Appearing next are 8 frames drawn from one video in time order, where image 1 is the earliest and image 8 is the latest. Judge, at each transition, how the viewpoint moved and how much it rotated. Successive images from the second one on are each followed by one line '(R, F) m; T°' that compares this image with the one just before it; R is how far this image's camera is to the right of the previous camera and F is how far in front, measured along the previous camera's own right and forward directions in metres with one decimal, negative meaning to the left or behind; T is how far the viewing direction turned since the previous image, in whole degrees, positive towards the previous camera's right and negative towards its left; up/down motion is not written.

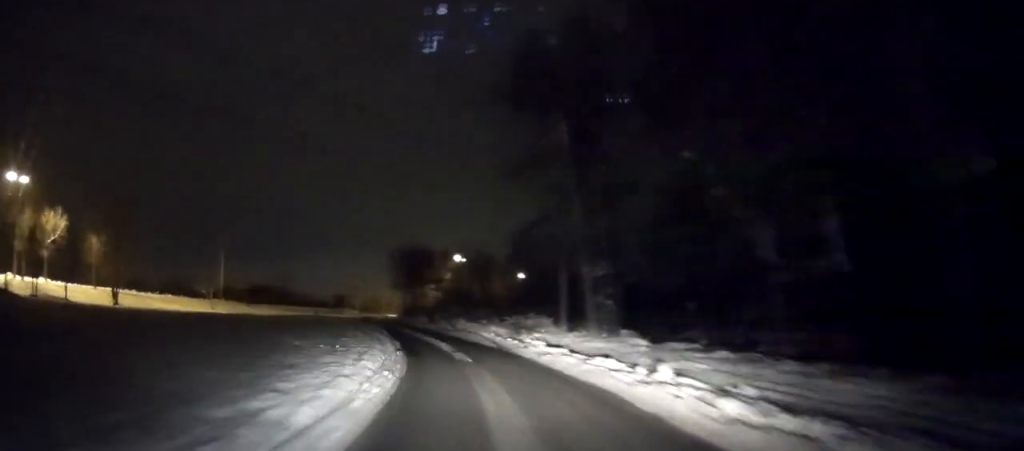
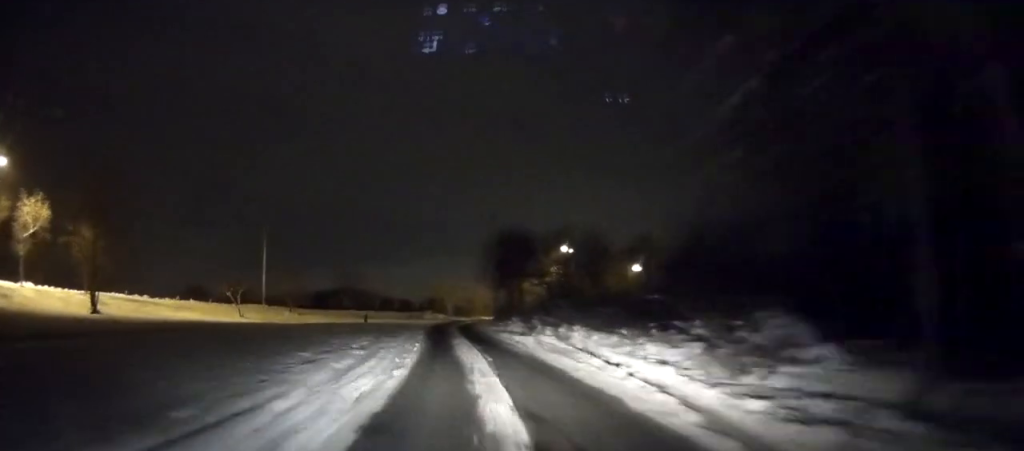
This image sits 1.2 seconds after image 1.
(-1.5, +17.3) m; -9°
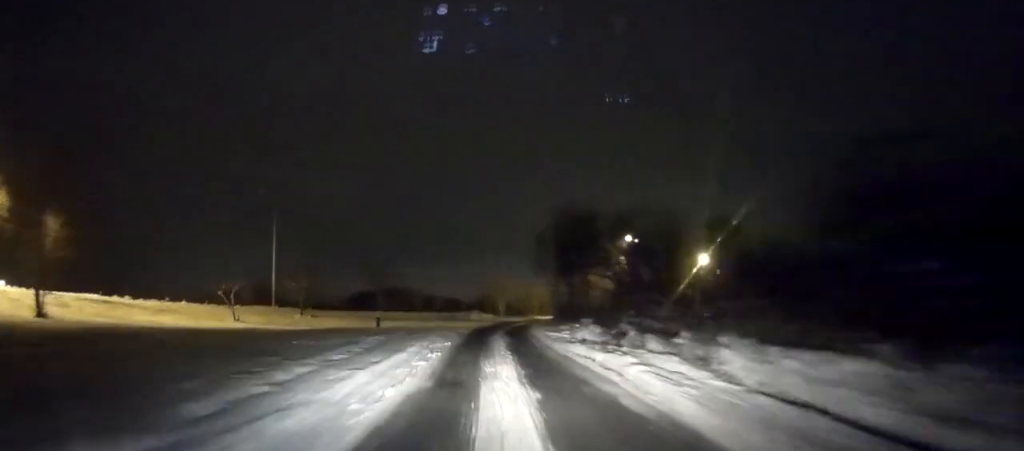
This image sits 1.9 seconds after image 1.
(-0.6, +11.3) m; -6°
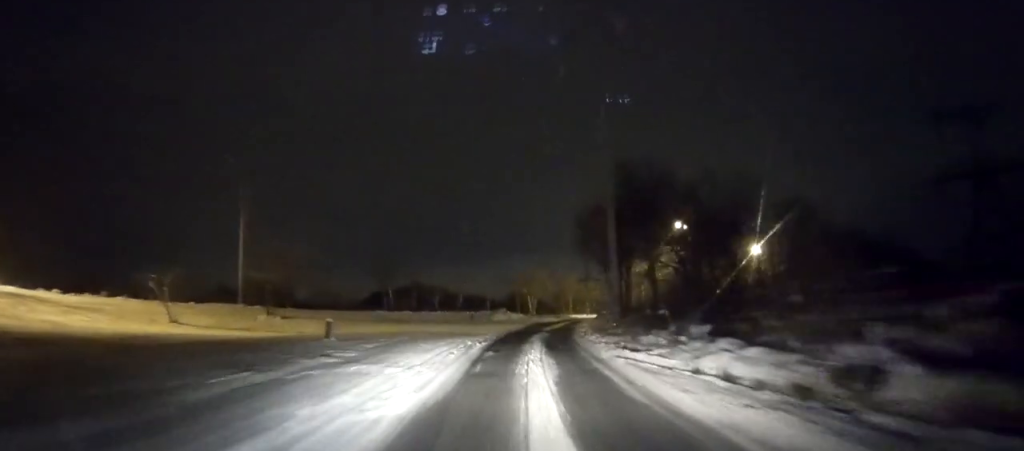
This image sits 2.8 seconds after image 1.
(-0.7, +12.2) m; -3°
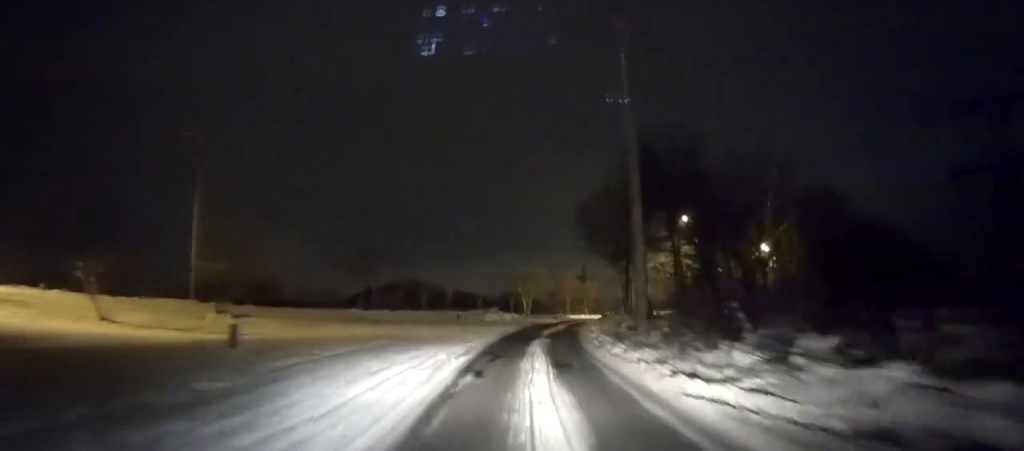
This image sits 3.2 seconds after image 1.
(-0.1, +5.9) m; -1°
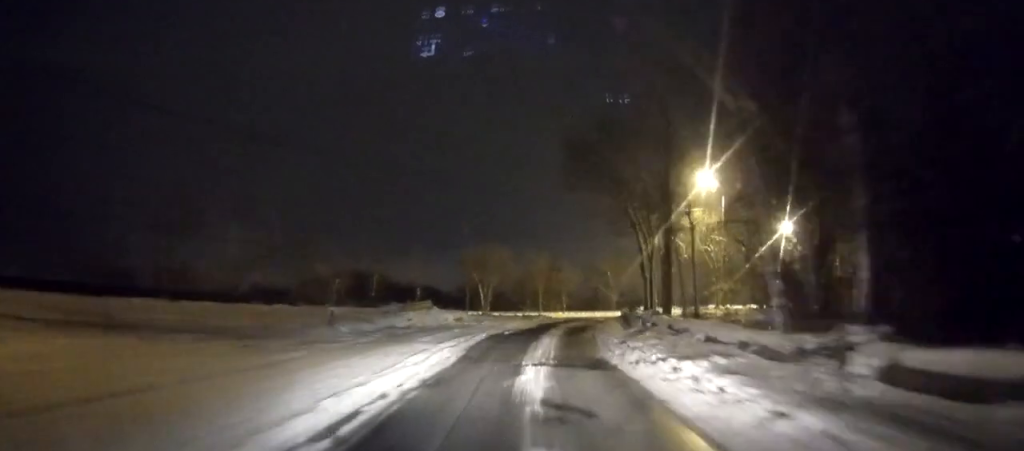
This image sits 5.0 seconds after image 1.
(+0.2, +22.4) m; +2°
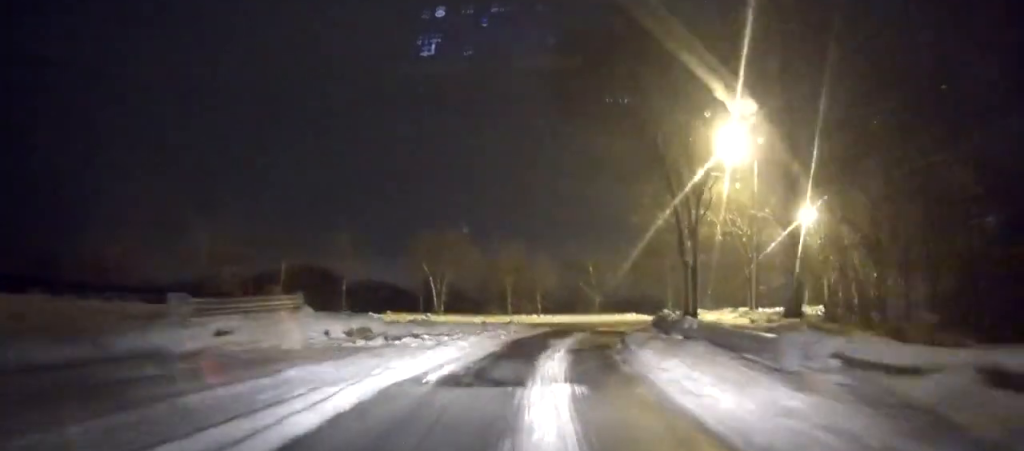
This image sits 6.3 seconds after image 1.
(+0.3, +15.3) m; +3°
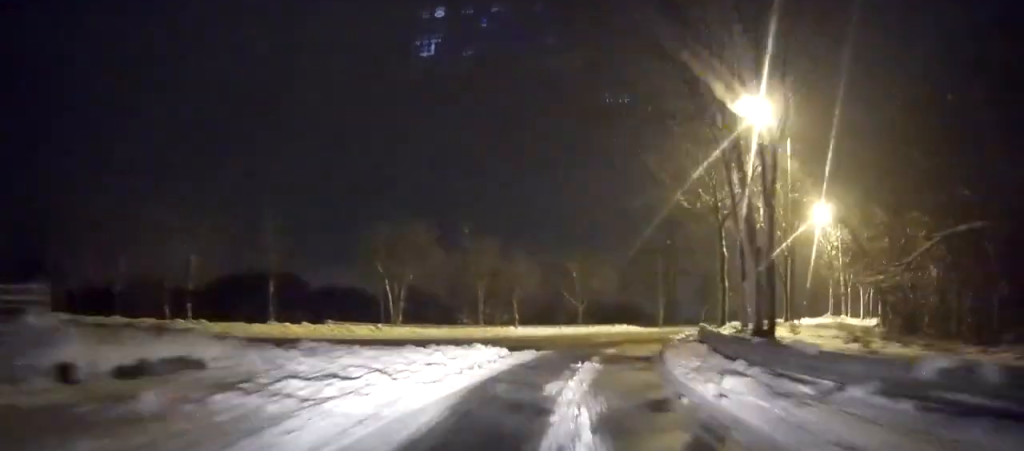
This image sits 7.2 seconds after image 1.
(+0.2, +9.1) m; +3°
